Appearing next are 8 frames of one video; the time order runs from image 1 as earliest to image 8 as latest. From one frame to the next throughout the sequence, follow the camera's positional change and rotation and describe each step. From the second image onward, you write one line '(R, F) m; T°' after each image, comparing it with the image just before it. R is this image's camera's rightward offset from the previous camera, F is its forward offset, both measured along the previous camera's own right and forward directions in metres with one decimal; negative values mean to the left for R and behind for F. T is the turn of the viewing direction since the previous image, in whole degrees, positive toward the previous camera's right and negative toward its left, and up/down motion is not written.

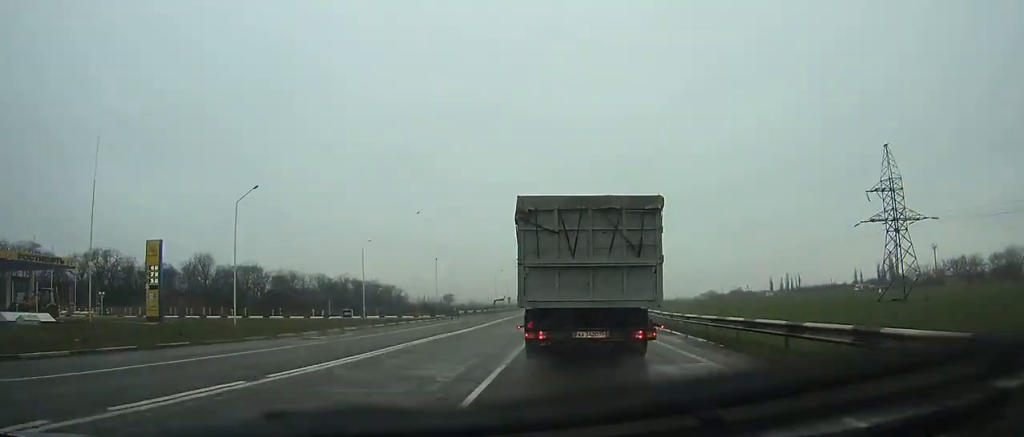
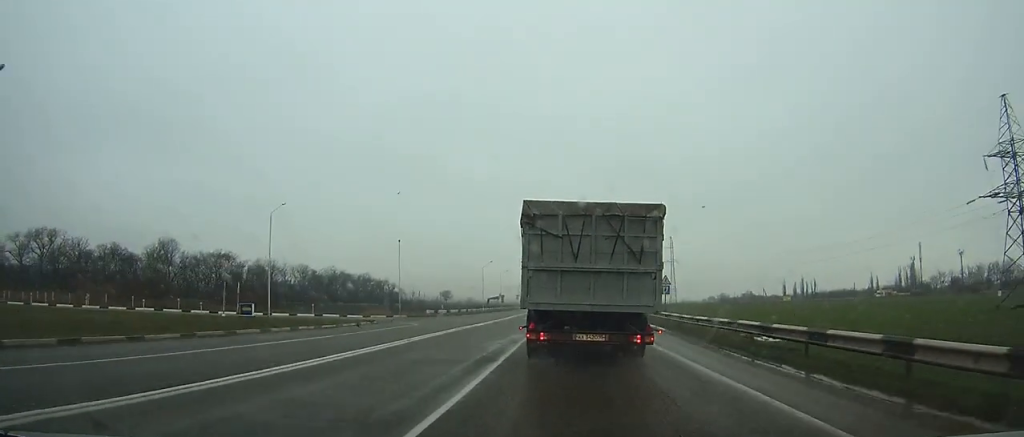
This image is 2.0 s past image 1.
(+0.1, +24.0) m; 0°
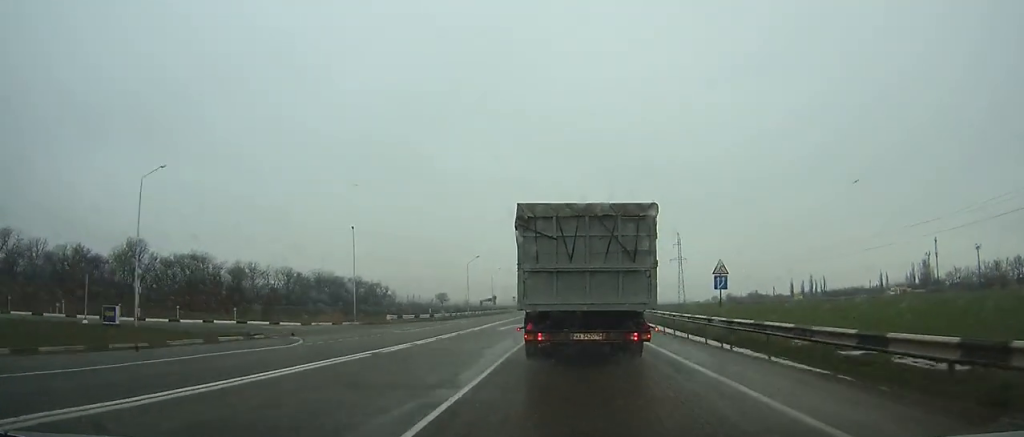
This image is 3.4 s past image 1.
(0.0, +17.3) m; 0°
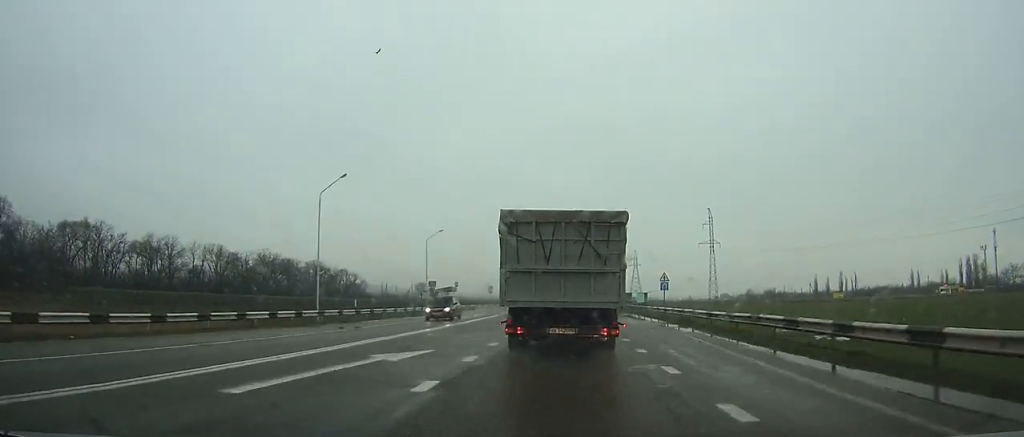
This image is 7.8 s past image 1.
(-0.2, +55.3) m; -9°
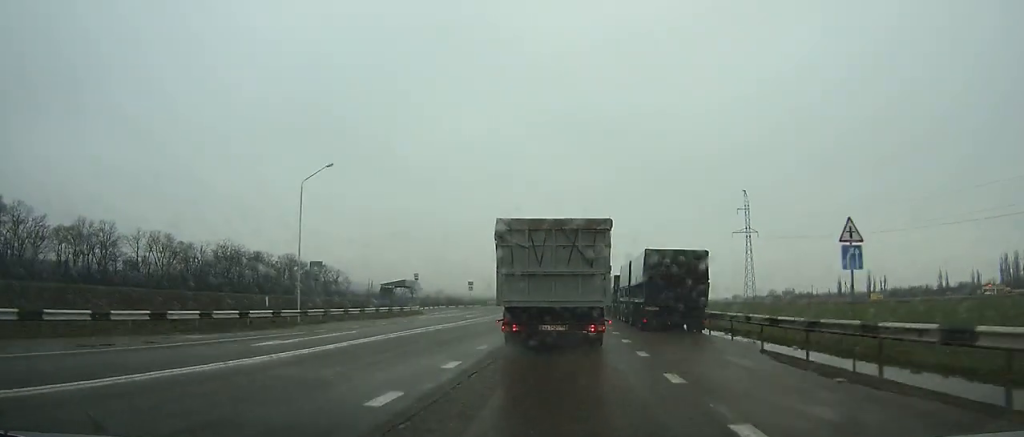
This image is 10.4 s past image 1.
(-4.7, +33.3) m; +6°
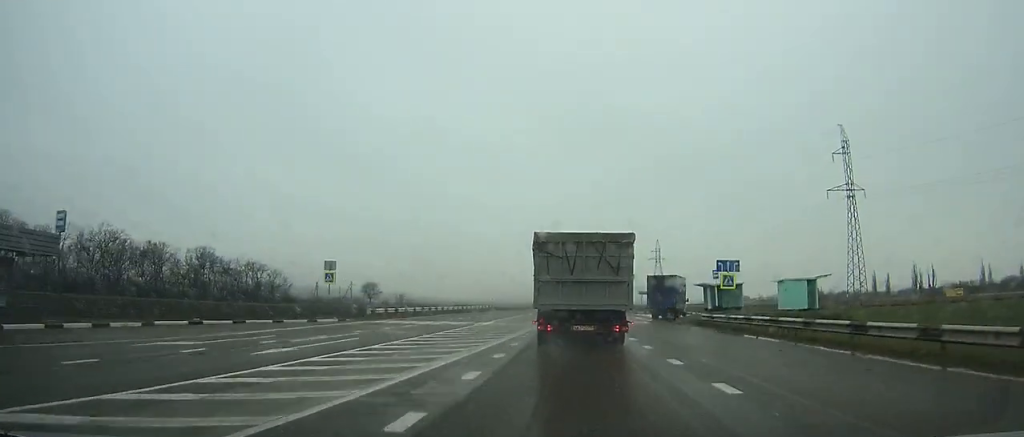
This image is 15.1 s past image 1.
(+10.6, +61.5) m; +7°
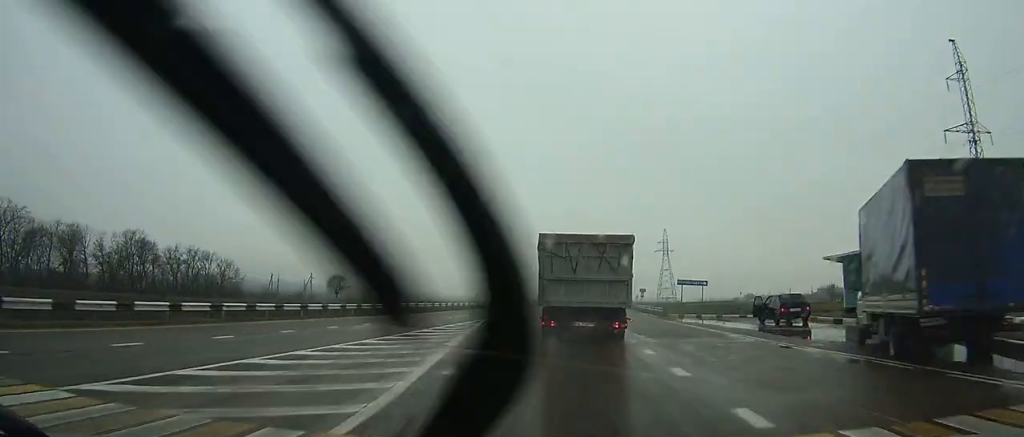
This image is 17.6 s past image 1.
(-2.6, +34.6) m; -4°
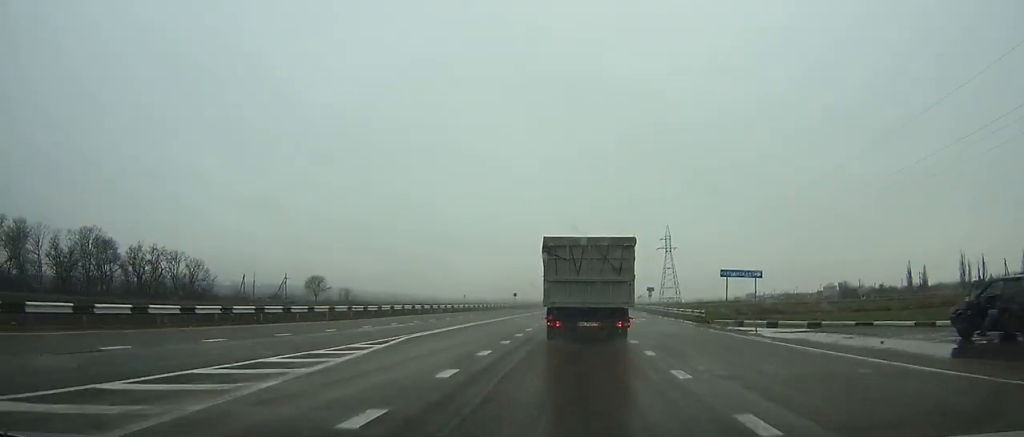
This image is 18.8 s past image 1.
(0.0, +16.9) m; +1°
